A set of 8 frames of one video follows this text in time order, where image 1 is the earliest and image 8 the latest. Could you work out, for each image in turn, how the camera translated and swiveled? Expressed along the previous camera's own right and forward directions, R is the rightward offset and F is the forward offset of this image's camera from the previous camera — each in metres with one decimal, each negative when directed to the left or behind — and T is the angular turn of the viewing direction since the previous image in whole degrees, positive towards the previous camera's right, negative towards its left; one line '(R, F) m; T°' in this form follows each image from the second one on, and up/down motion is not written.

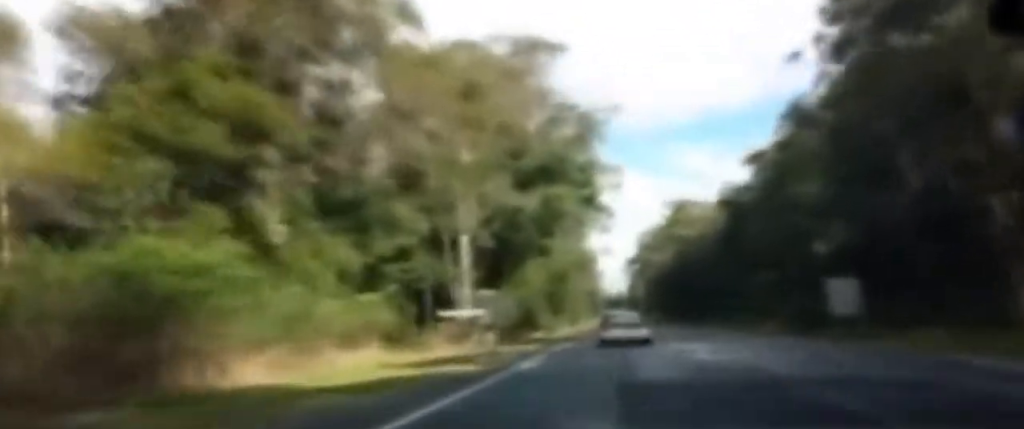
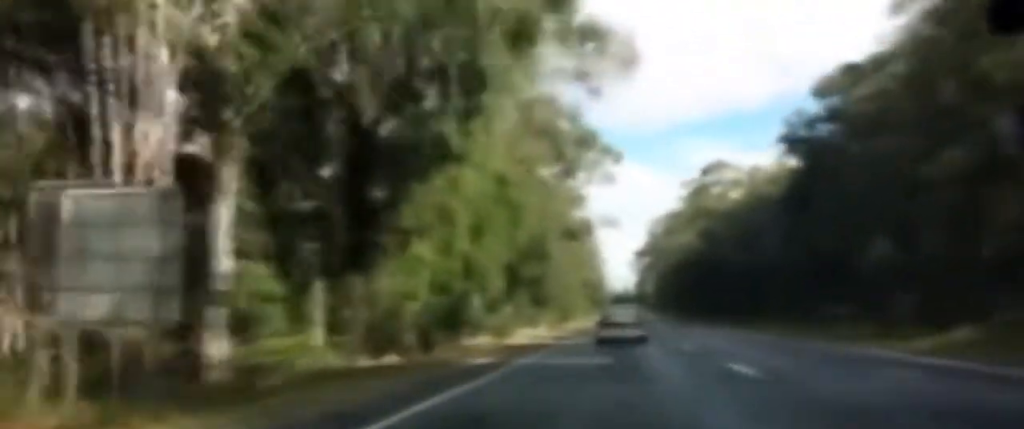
(-0.7, +31.4) m; -2°
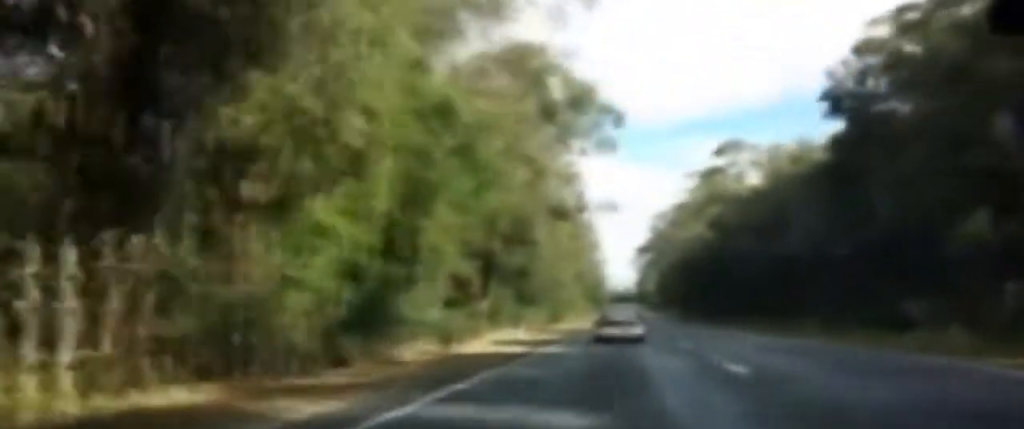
(+0.4, +11.7) m; -1°
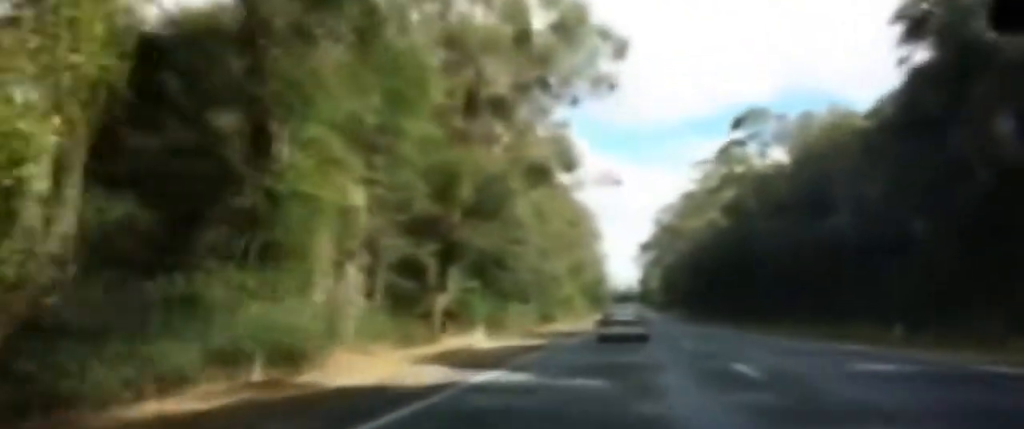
(-0.5, +13.1) m; -1°
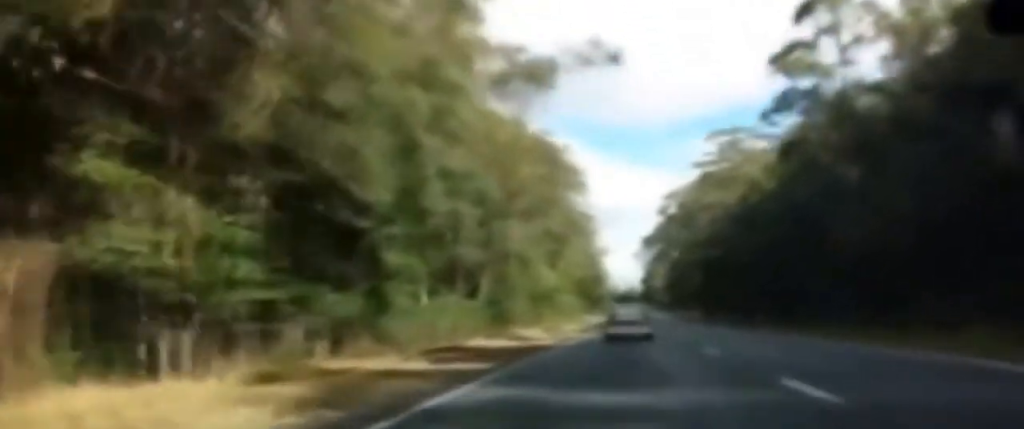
(-0.1, +27.7) m; +3°
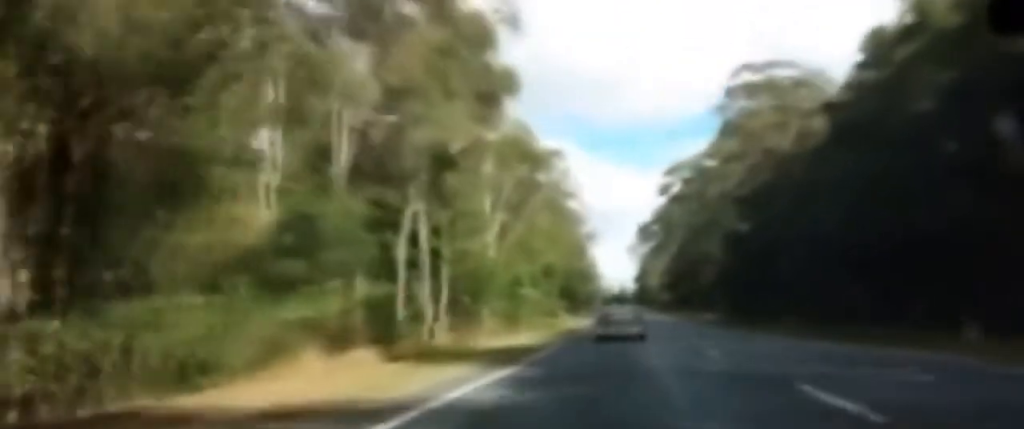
(+1.2, +36.8) m; +1°
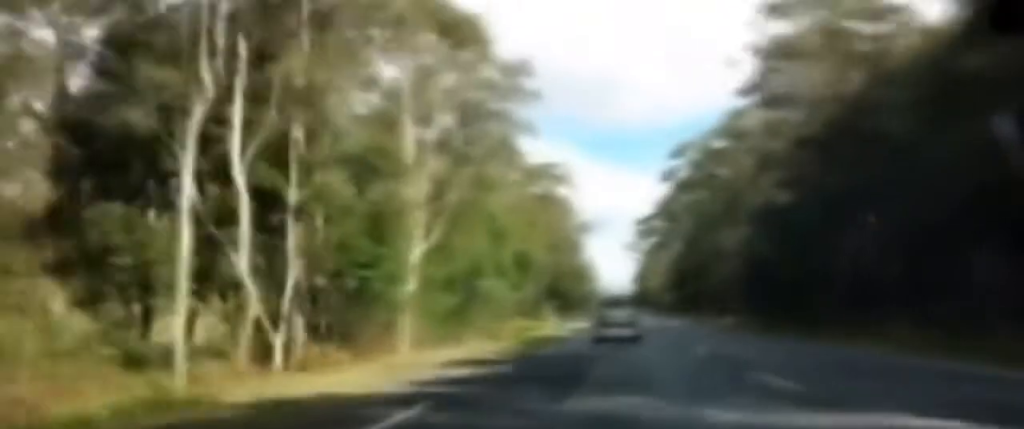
(-0.5, +20.2) m; -1°
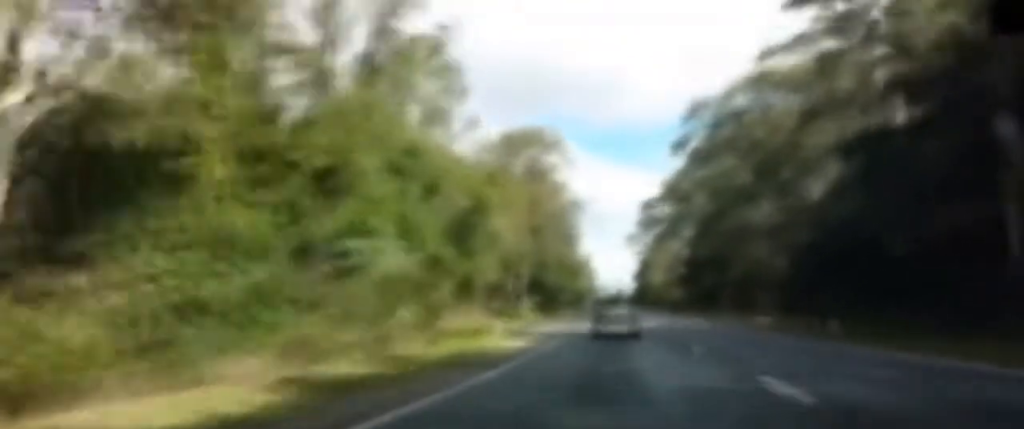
(+0.2, +25.4) m; 0°
